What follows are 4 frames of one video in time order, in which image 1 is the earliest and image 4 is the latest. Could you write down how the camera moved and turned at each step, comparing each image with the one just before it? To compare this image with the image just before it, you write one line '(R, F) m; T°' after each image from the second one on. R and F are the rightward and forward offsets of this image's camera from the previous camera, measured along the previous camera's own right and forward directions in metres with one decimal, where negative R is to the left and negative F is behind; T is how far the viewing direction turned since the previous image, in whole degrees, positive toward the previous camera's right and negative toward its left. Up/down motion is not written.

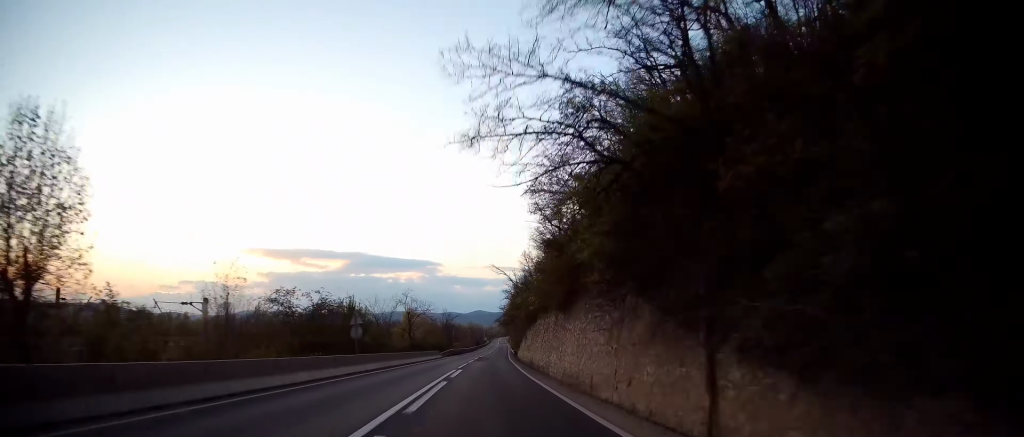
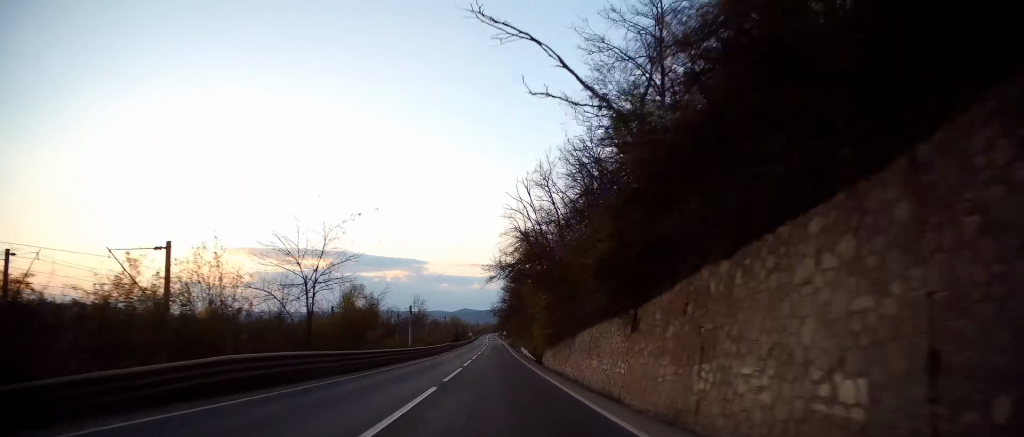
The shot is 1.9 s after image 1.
(+1.0, +60.4) m; +2°
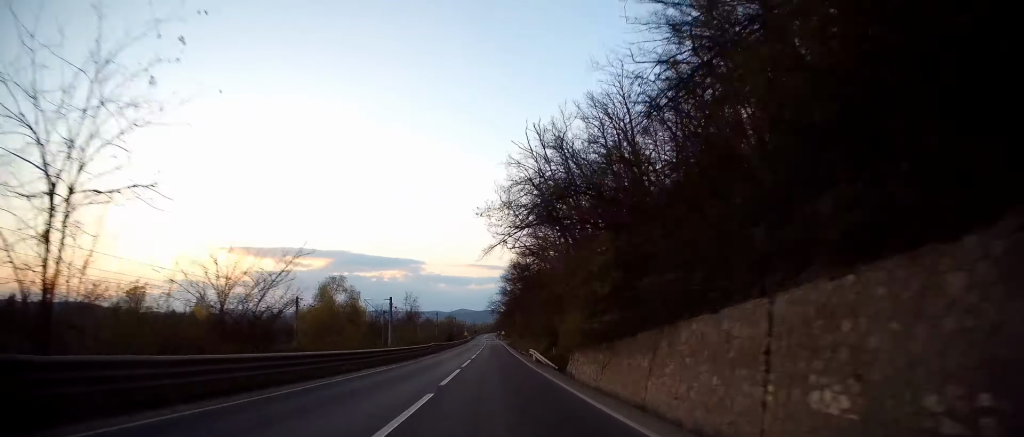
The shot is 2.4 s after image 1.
(0.0, +13.6) m; 0°
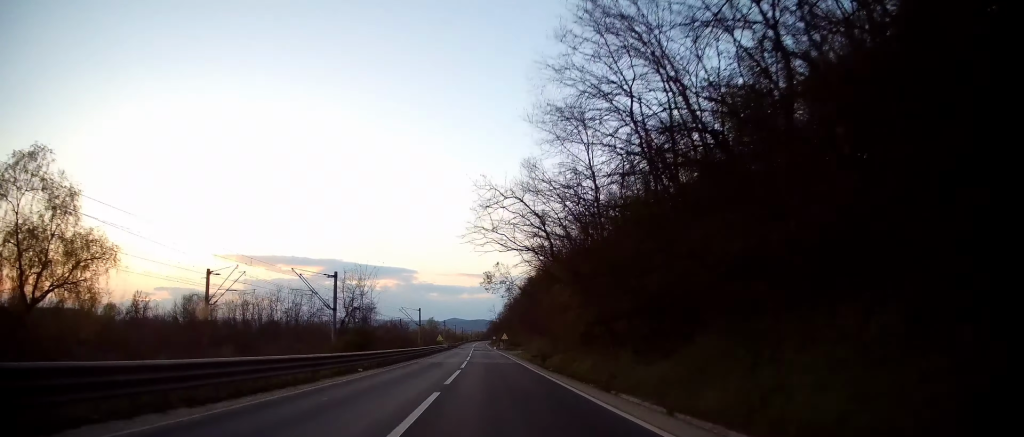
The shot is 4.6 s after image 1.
(+0.8, +69.5) m; +1°
